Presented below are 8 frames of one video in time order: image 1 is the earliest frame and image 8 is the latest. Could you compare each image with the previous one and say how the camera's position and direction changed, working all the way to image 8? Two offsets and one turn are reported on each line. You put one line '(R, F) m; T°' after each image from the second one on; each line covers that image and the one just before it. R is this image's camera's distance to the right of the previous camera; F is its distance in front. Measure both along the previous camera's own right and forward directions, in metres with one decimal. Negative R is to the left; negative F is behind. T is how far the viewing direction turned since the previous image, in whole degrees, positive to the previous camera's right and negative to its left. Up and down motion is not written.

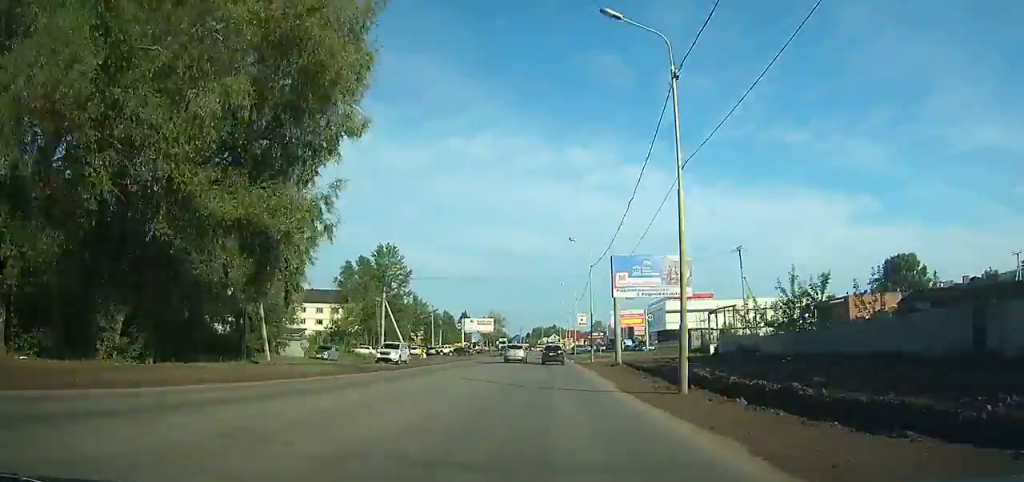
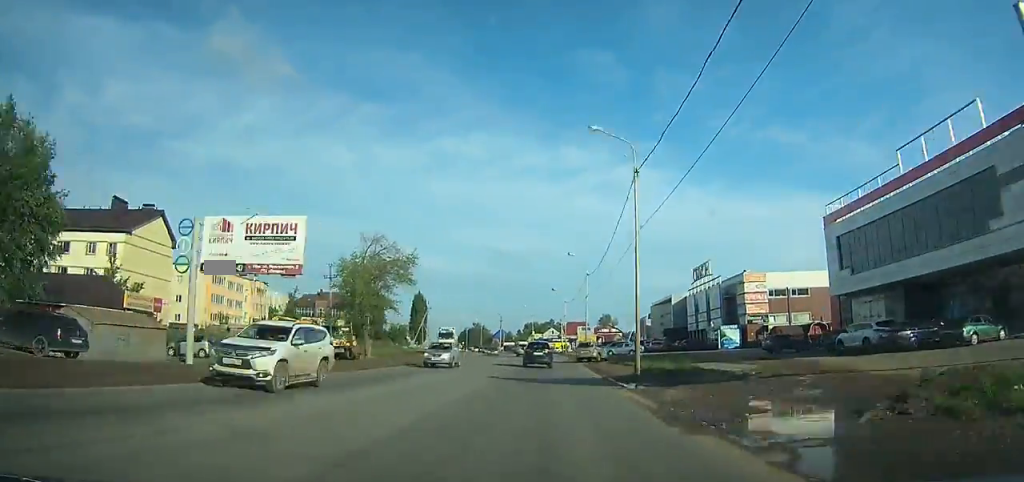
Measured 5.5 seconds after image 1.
(+0.3, +95.0) m; +1°
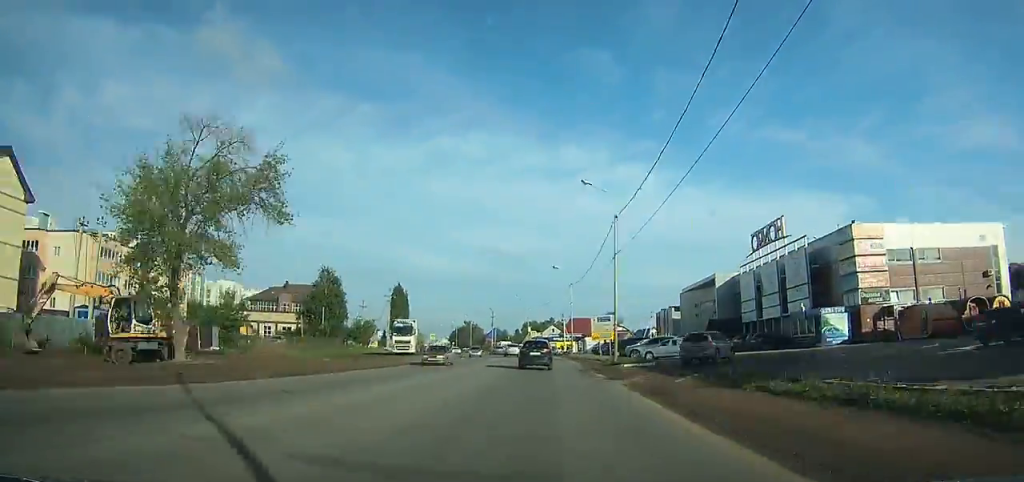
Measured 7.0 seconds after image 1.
(+0.2, +25.4) m; 0°
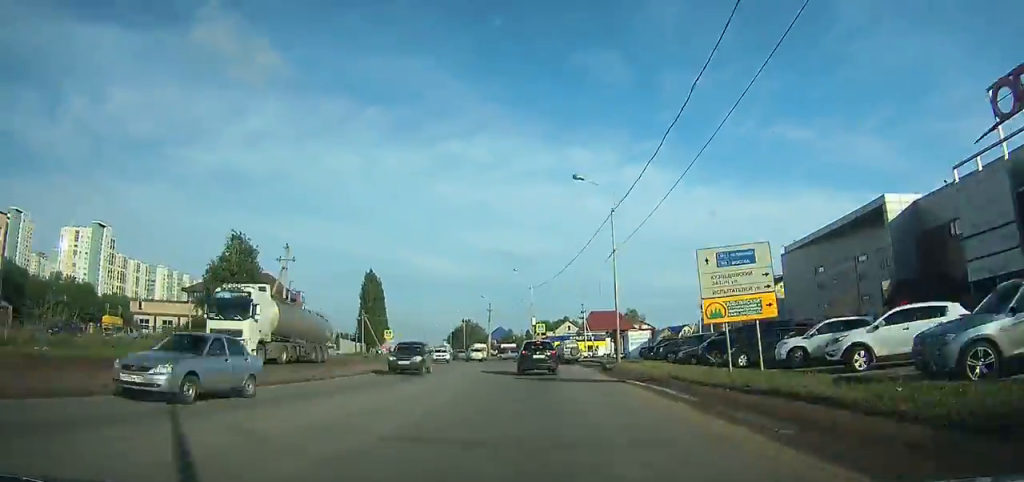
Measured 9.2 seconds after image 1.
(-0.1, +36.1) m; -3°
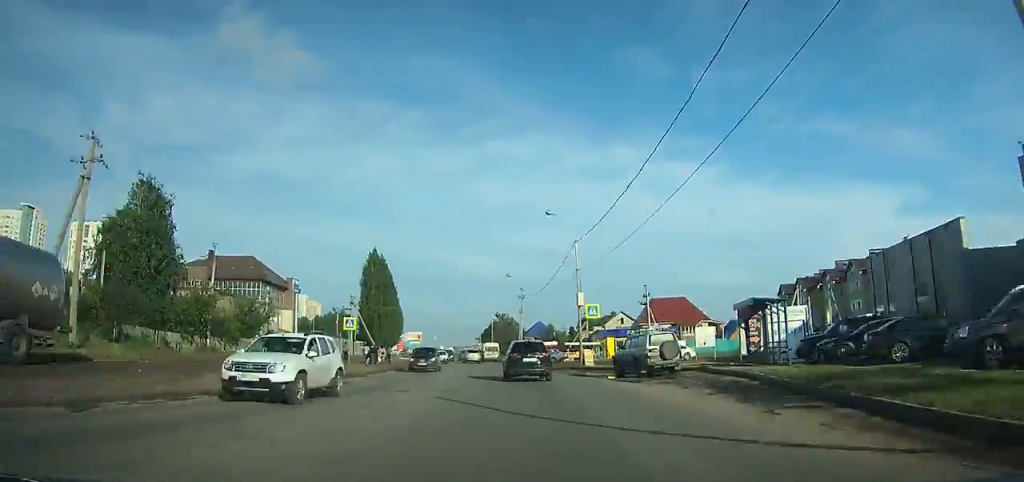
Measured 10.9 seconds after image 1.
(-0.9, +26.7) m; -3°
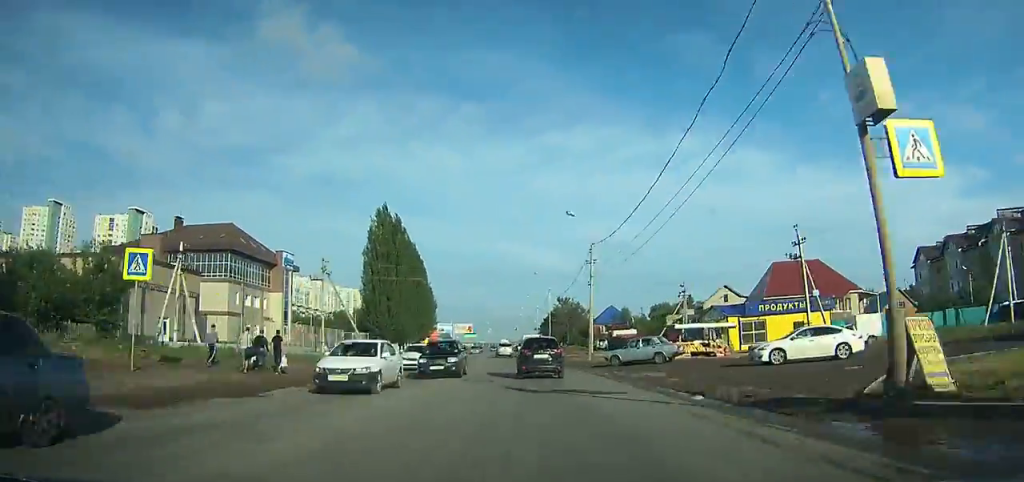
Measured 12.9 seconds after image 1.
(-0.8, +30.6) m; -4°
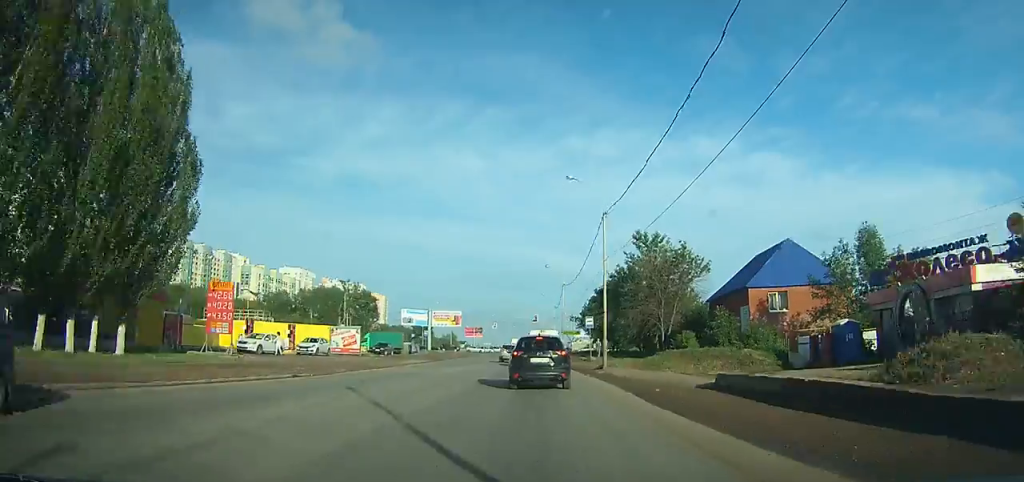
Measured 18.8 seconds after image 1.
(-4.8, +76.2) m; -4°
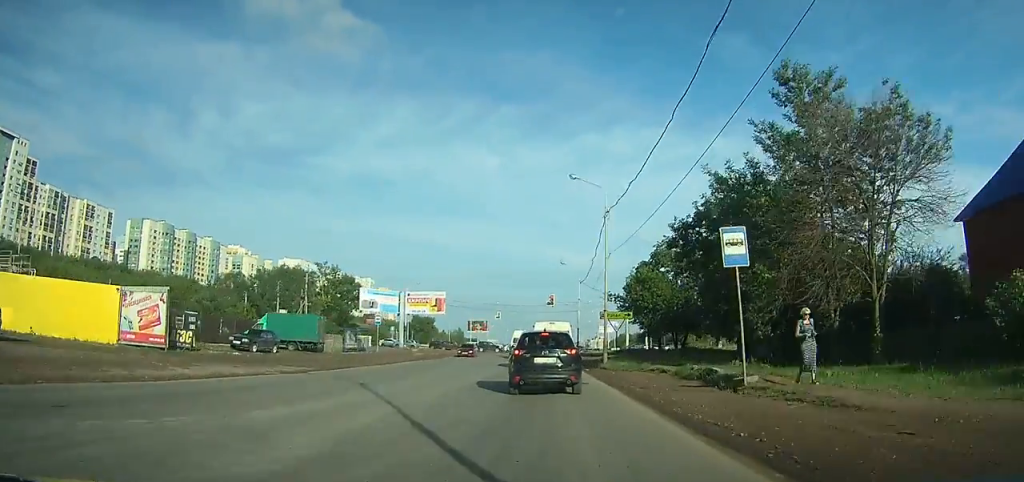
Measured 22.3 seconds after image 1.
(0.0, +31.2) m; -1°
